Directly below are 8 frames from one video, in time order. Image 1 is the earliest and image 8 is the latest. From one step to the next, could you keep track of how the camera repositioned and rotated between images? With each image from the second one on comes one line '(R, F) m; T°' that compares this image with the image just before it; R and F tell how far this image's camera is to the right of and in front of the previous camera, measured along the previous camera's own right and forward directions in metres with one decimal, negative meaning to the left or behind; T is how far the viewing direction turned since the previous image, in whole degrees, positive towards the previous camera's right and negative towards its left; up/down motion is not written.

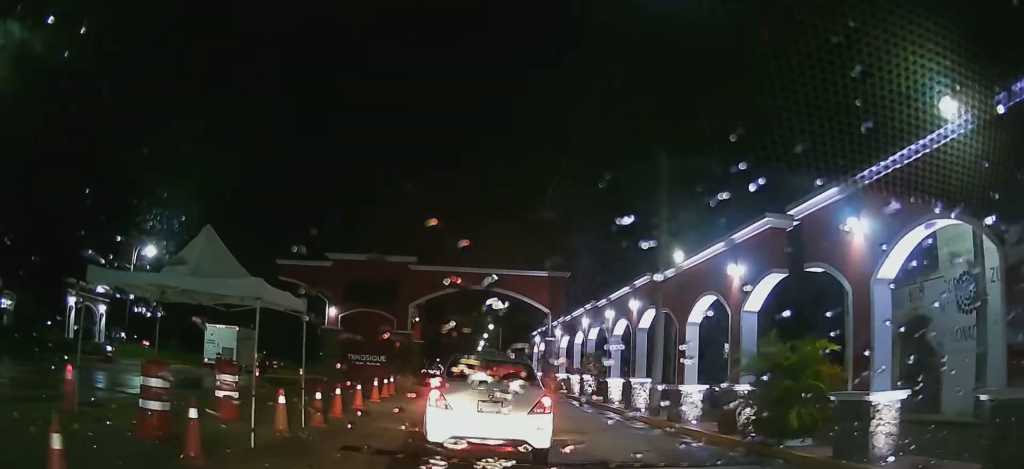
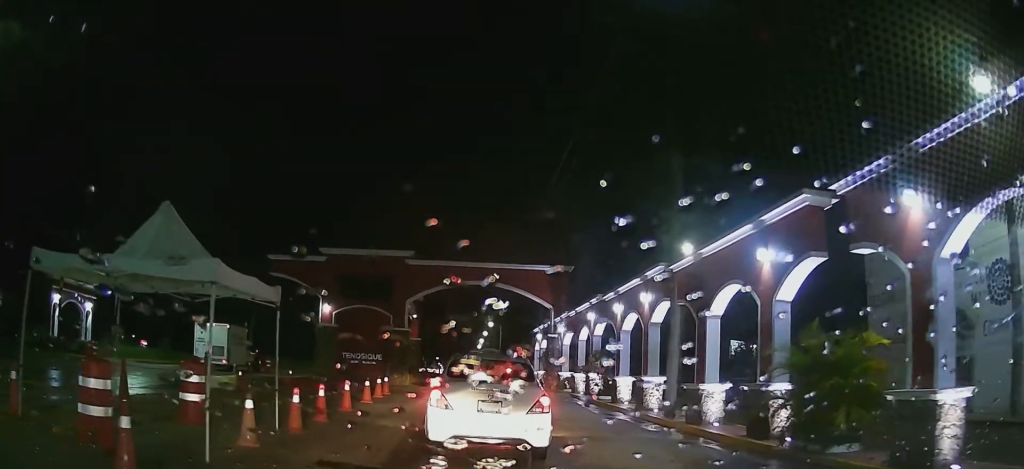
(0.0, +1.6) m; 0°
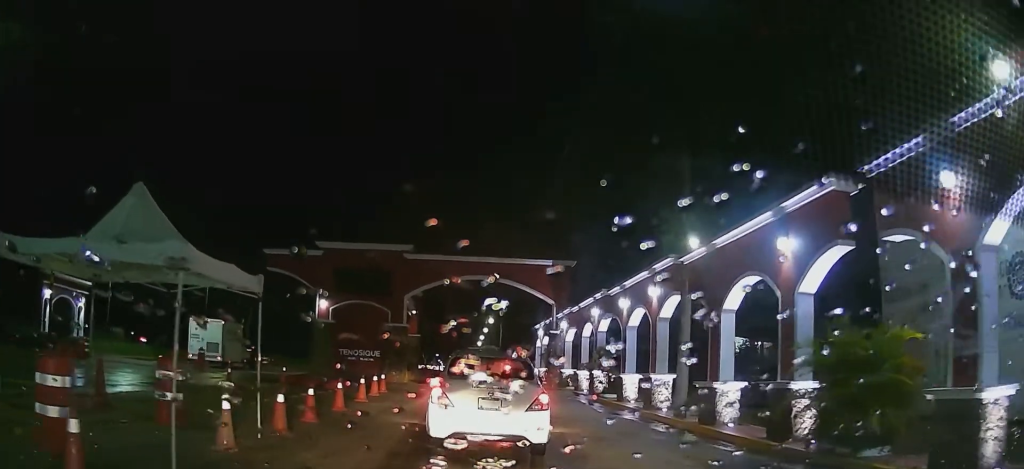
(0.0, +1.2) m; 0°
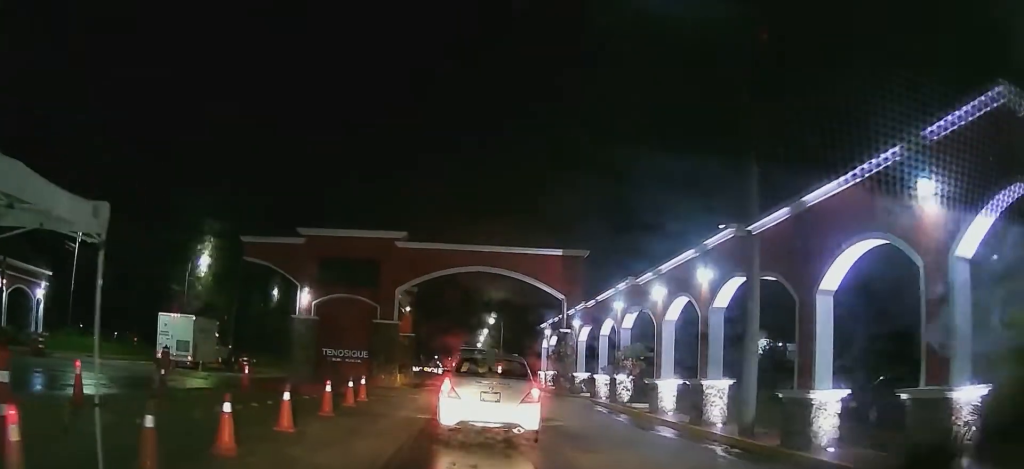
(0.0, +3.6) m; 0°
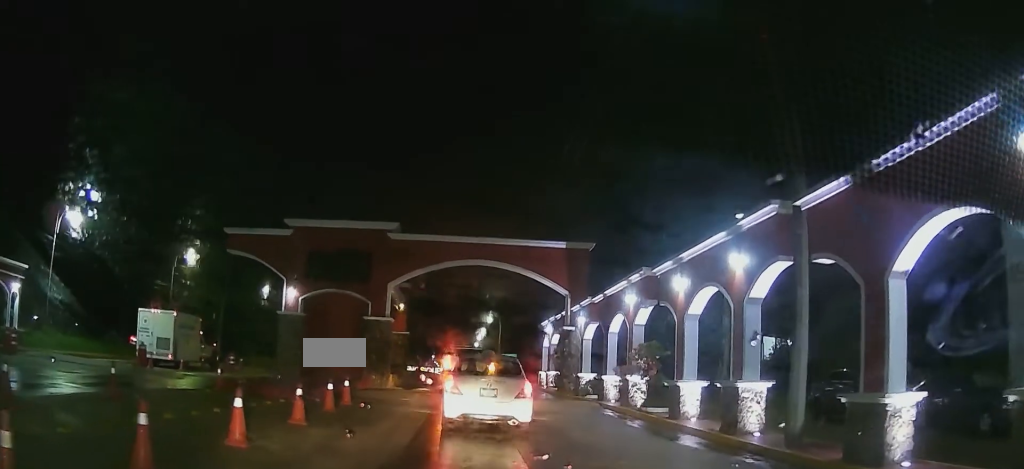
(0.0, +1.8) m; 0°
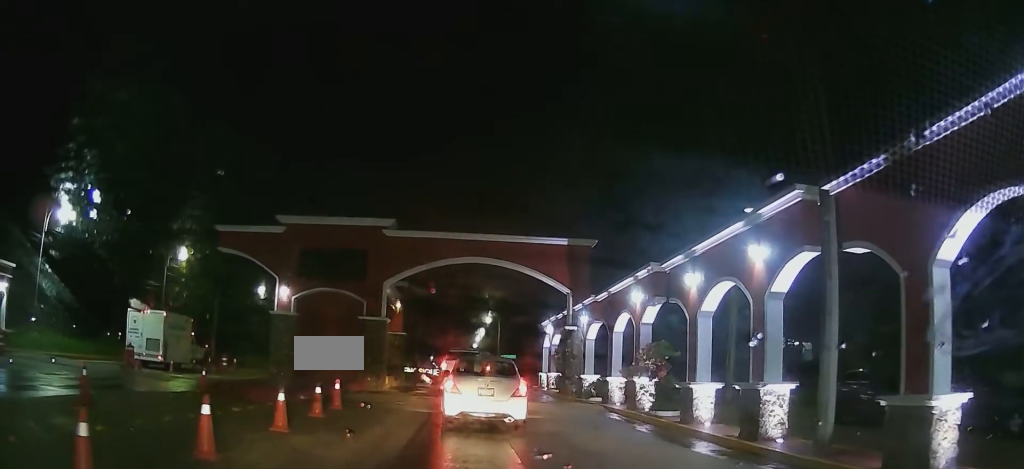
(0.0, +0.9) m; 0°
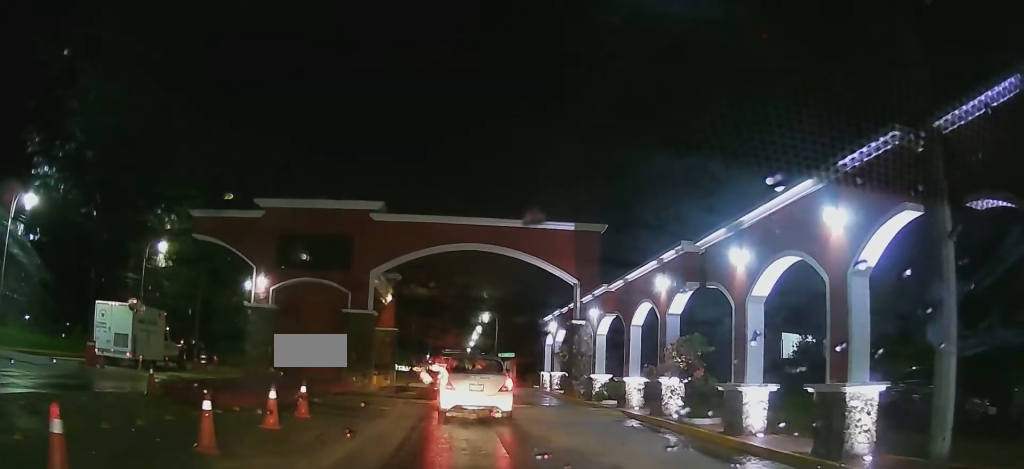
(0.0, +2.1) m; 0°
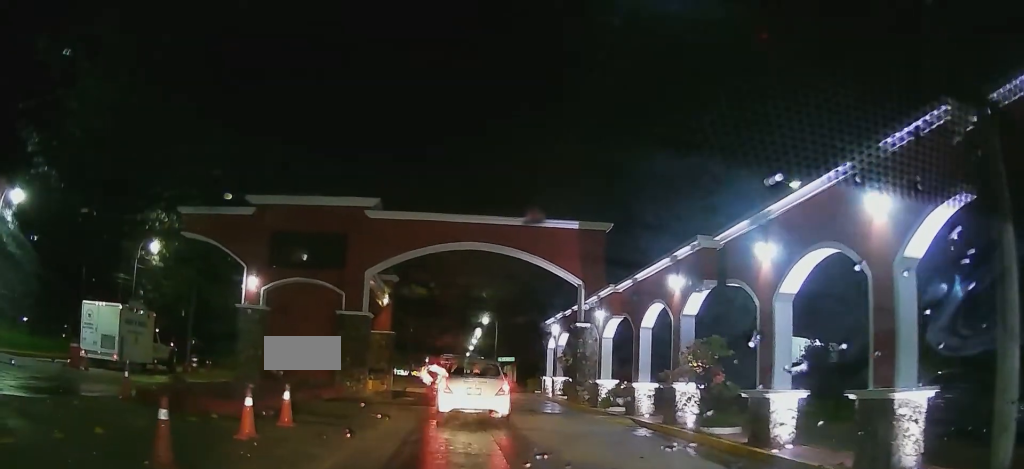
(0.0, +0.6) m; 0°
